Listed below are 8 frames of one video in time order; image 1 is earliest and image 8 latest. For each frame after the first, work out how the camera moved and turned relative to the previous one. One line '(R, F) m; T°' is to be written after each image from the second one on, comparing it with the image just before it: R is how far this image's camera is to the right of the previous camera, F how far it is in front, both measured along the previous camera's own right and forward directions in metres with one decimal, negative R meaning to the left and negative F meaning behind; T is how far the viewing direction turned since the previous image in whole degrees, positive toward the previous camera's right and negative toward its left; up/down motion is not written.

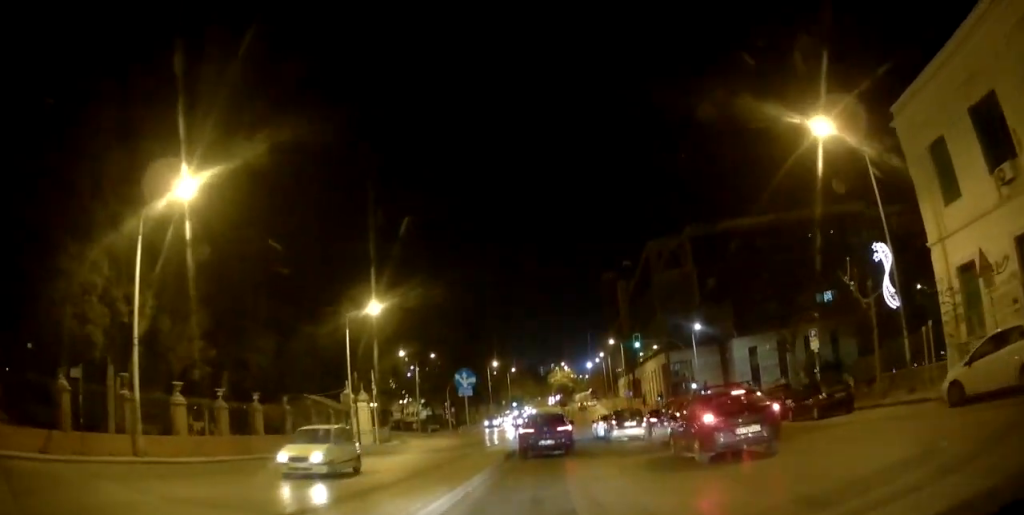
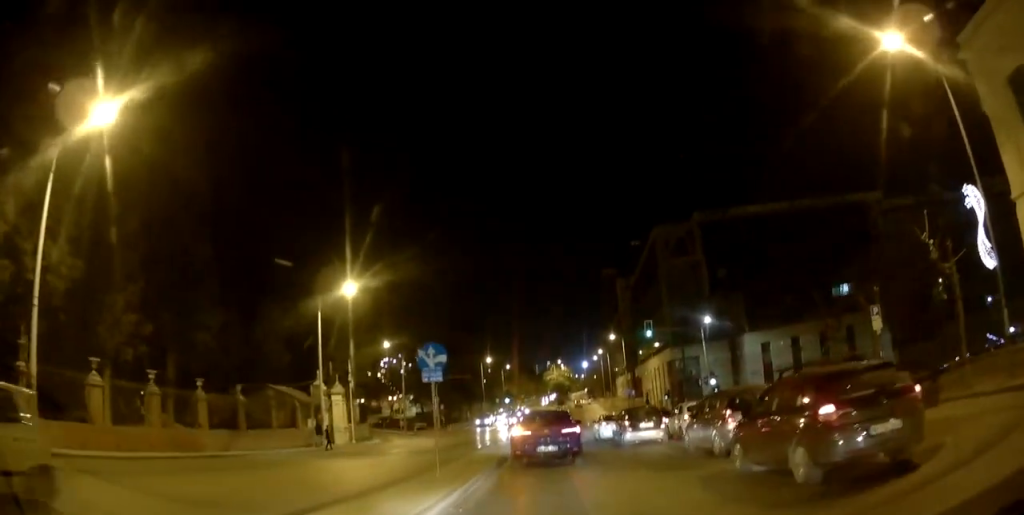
(0.0, +6.0) m; -2°
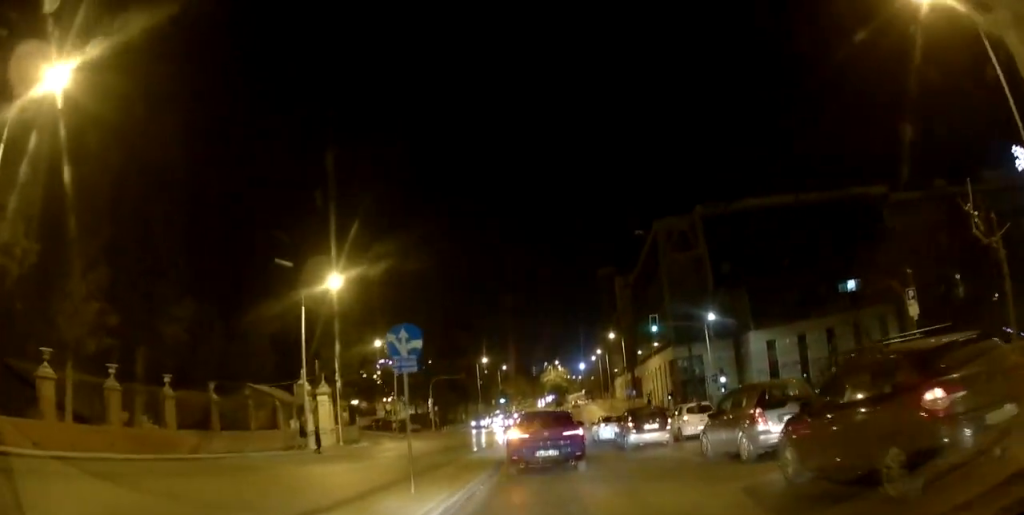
(-0.1, +2.6) m; -1°
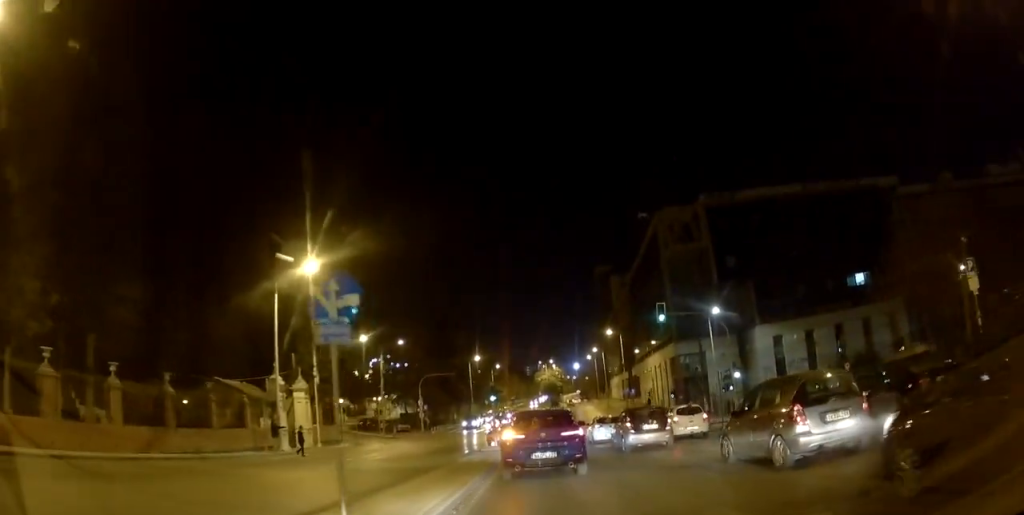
(-0.2, +3.2) m; 0°
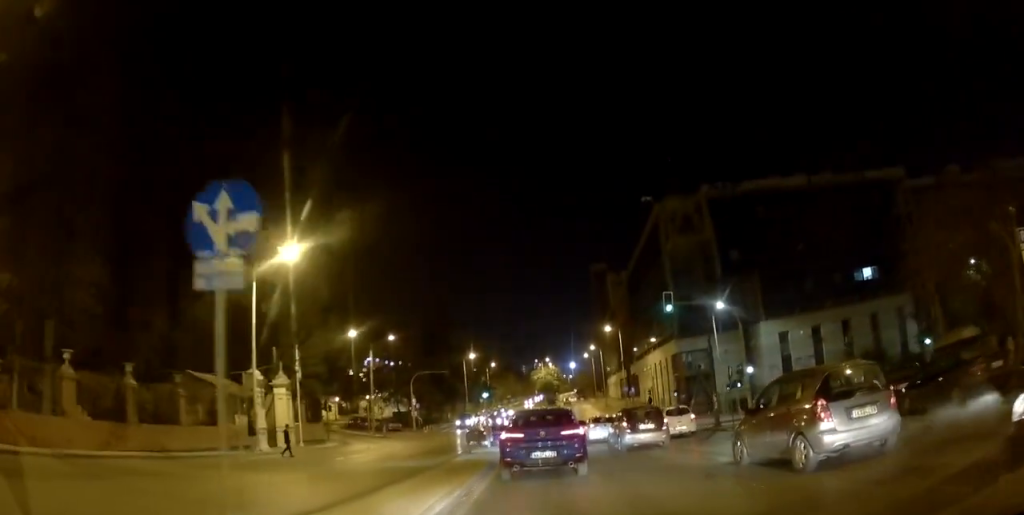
(+0.1, +2.3) m; +2°
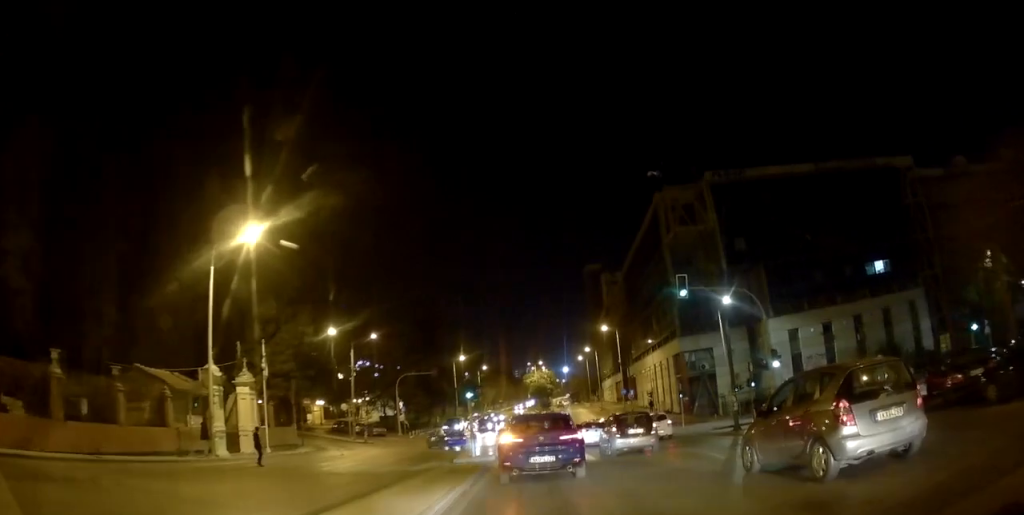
(+0.1, +3.6) m; +3°
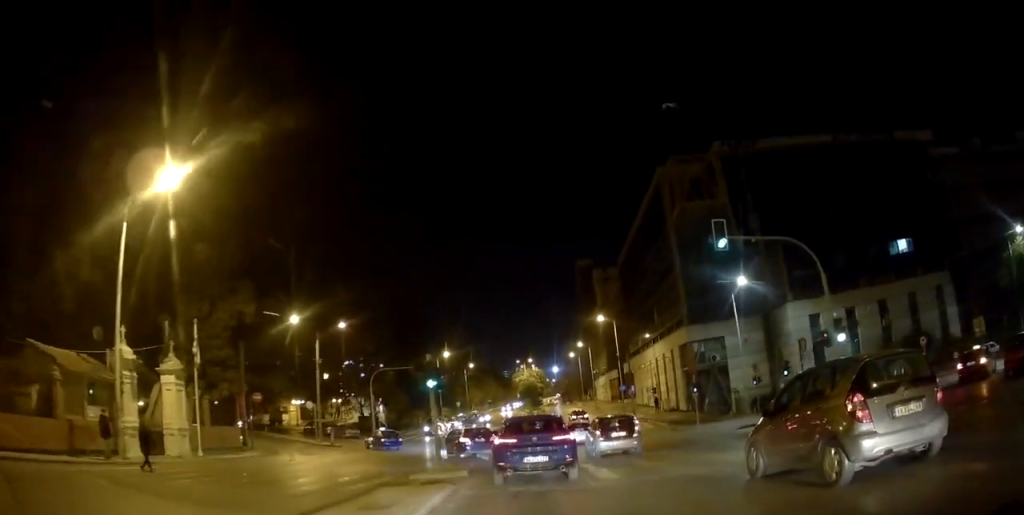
(0.0, +5.9) m; -2°
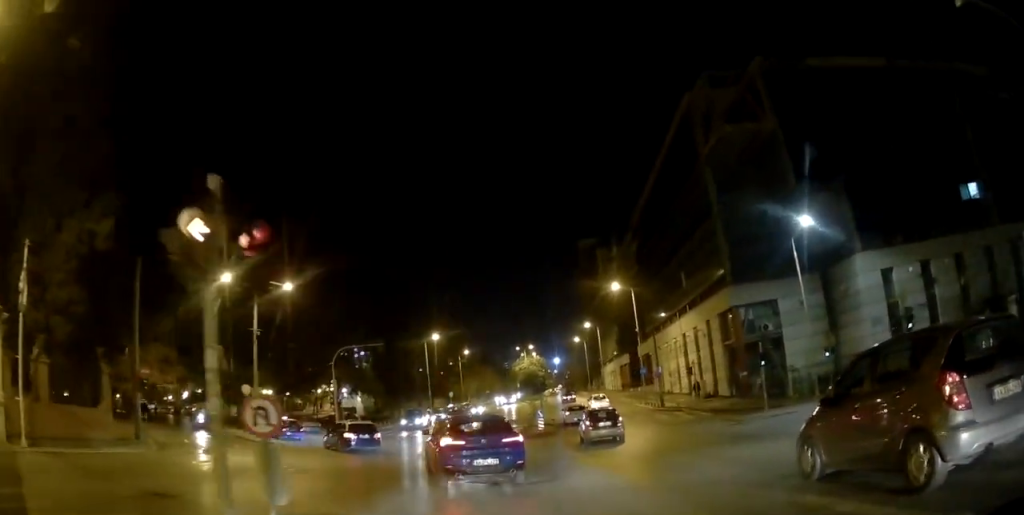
(-0.6, +10.8) m; -1°
